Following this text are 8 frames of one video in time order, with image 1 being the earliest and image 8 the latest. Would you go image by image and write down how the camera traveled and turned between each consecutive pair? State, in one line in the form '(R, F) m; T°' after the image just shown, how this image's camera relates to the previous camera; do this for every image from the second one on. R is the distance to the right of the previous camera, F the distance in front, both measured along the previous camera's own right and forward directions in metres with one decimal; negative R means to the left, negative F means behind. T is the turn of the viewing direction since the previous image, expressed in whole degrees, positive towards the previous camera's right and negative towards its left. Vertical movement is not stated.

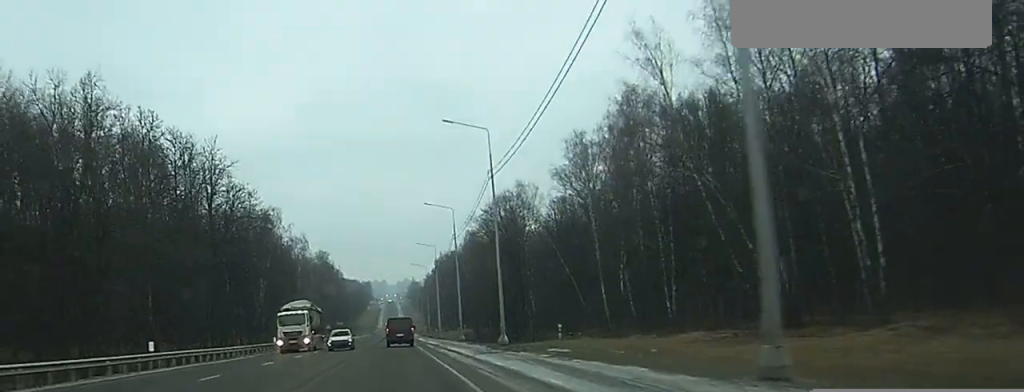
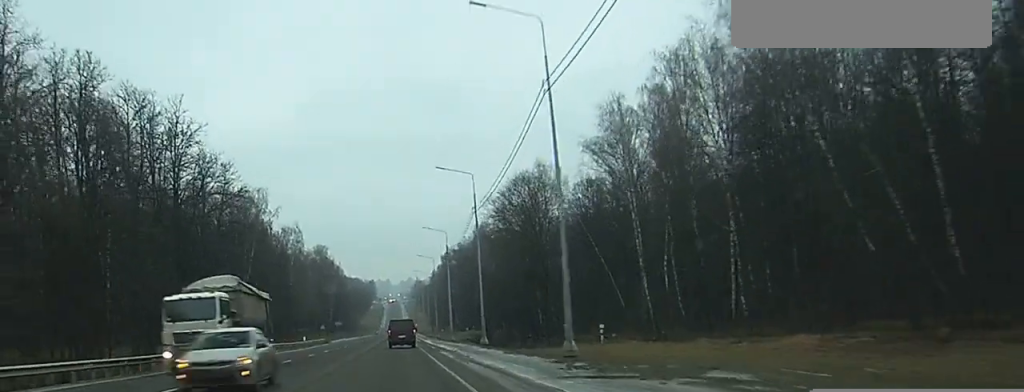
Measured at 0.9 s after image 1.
(0.0, +18.5) m; 0°
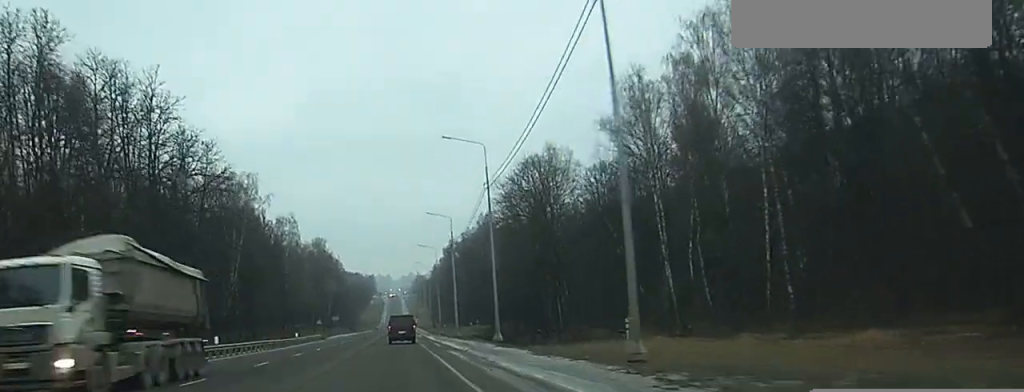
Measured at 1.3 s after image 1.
(0.0, +8.5) m; 0°
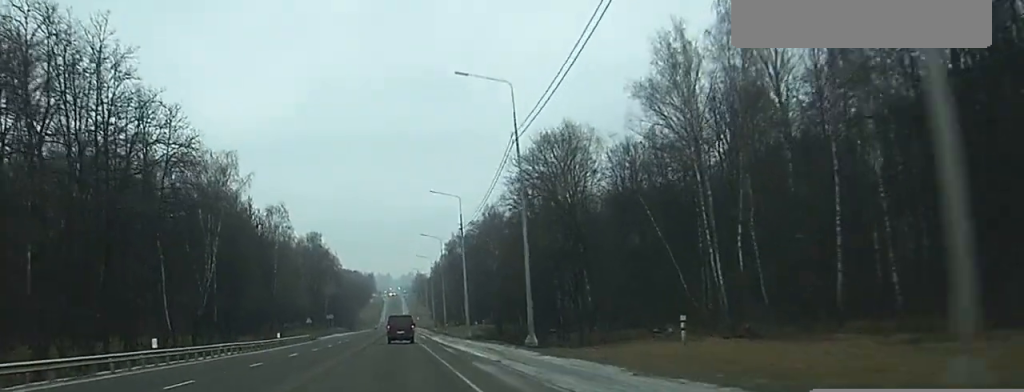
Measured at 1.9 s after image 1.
(0.0, +13.4) m; 0°
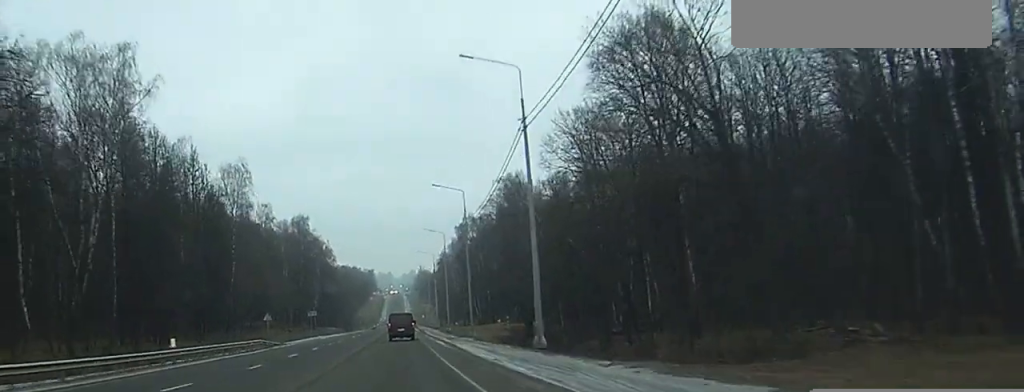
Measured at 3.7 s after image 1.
(-0.1, +37.4) m; 0°
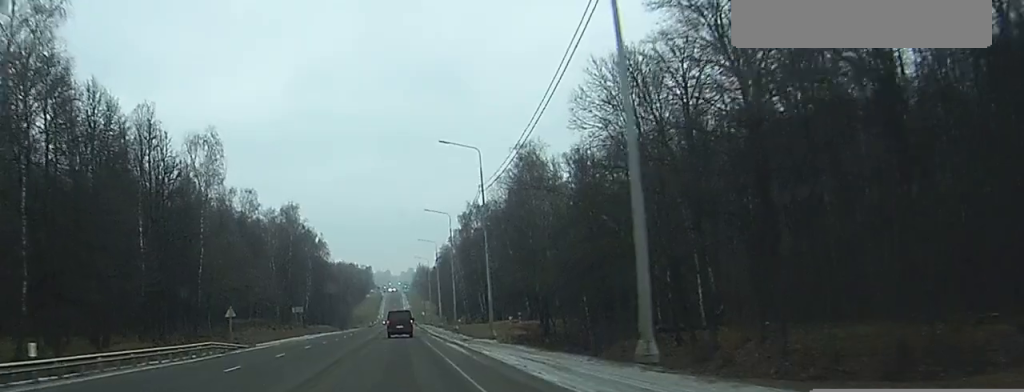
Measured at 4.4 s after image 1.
(0.0, +16.2) m; 0°
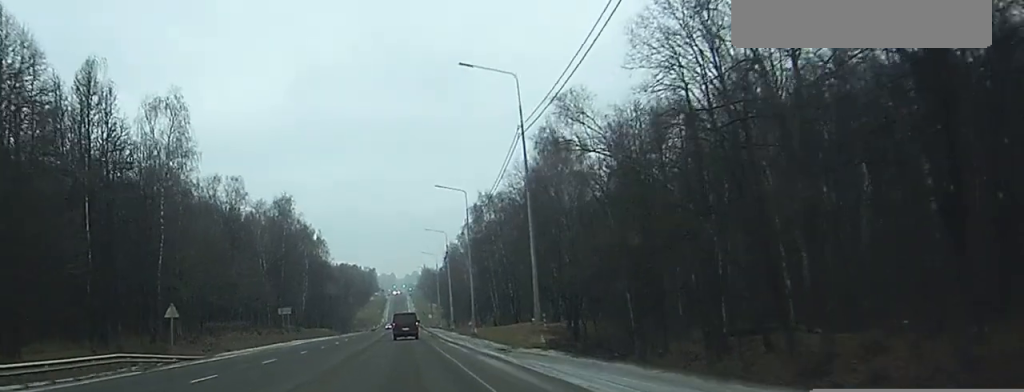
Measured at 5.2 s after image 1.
(0.0, +16.9) m; 0°
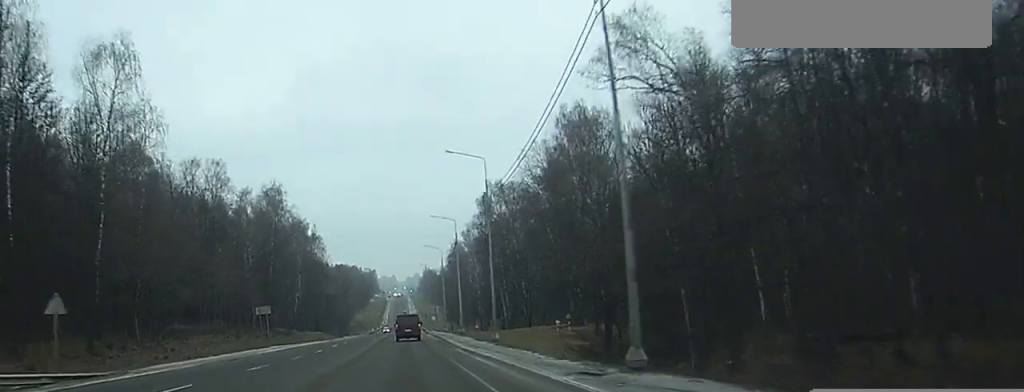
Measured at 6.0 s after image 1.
(0.0, +15.5) m; 0°
